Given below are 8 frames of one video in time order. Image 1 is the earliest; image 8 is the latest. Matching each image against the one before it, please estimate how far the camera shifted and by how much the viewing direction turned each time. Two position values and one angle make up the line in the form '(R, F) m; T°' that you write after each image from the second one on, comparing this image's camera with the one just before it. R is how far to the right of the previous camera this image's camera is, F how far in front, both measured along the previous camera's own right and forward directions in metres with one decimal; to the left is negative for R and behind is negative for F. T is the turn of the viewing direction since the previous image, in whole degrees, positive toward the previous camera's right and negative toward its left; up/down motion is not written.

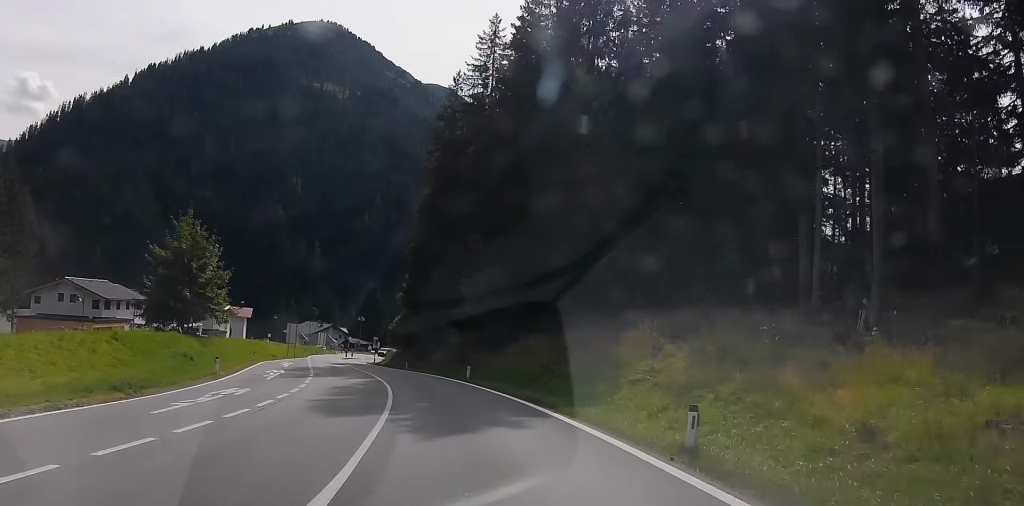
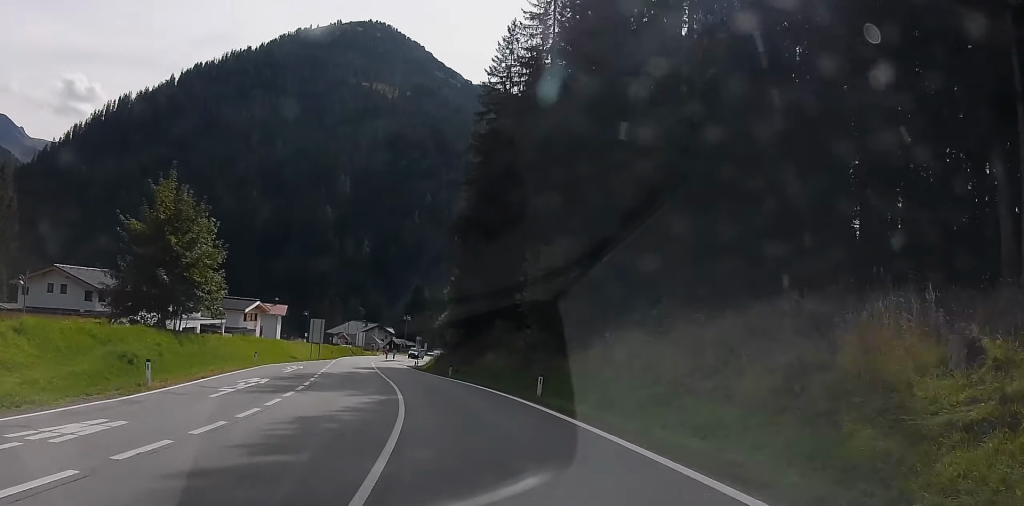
(+0.4, +12.4) m; +2°
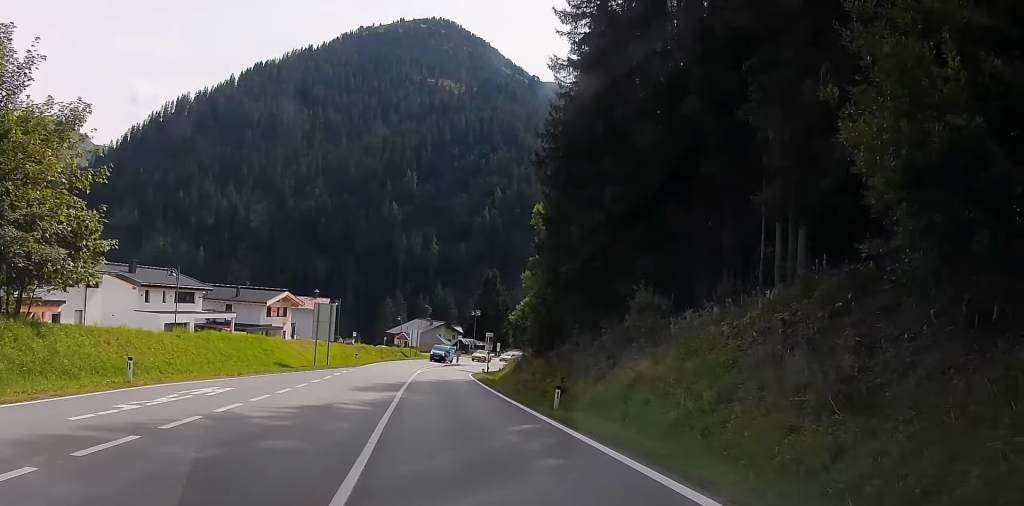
(-2.1, +23.9) m; -12°
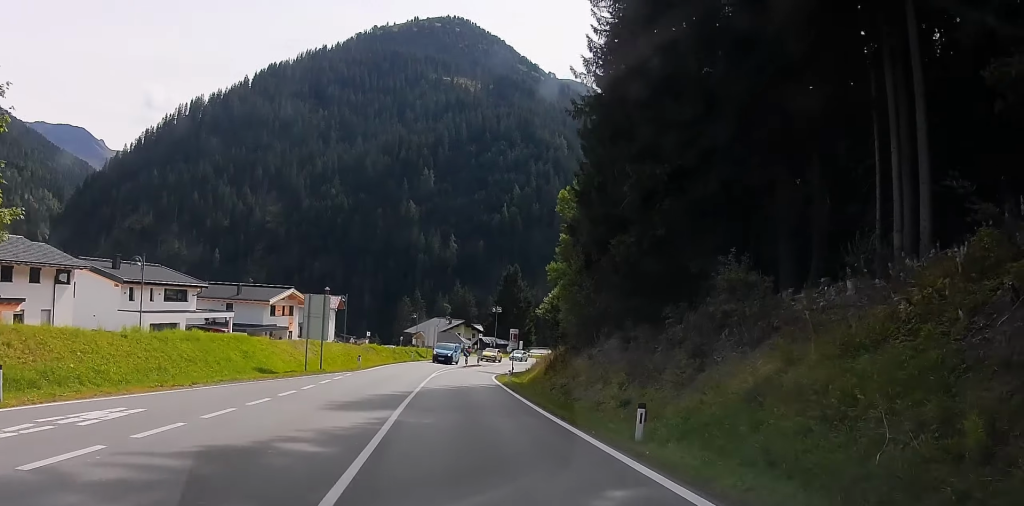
(-0.3, +7.3) m; -2°
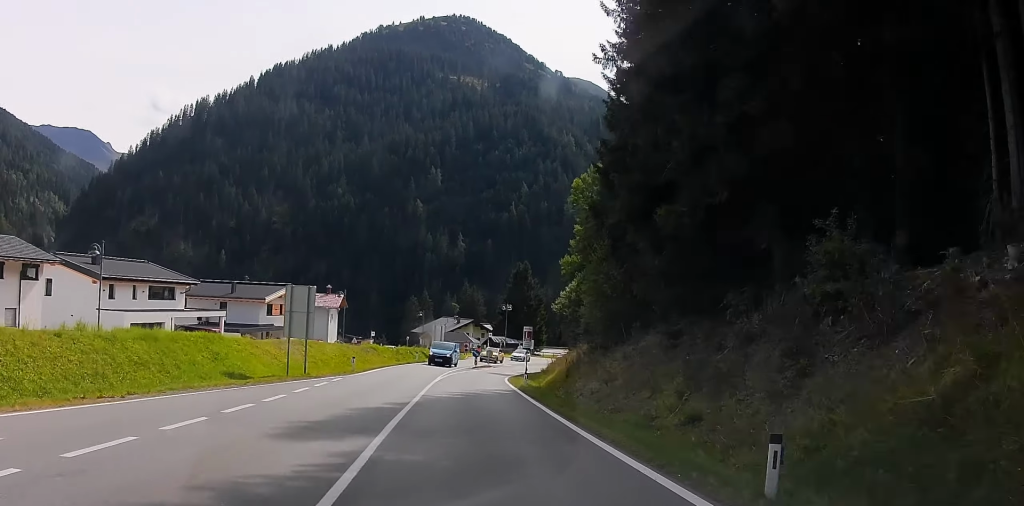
(0.0, +5.2) m; 0°
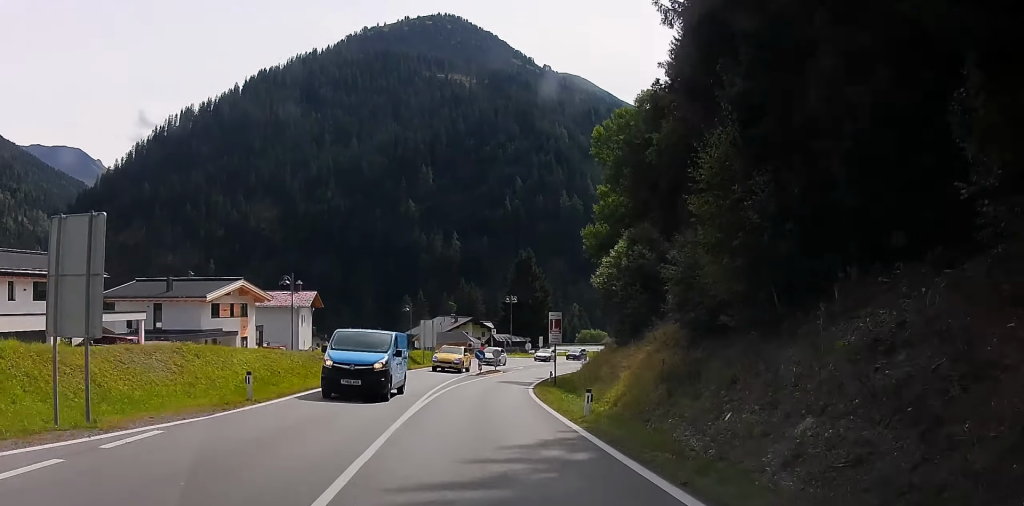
(+0.1, +17.3) m; +2°
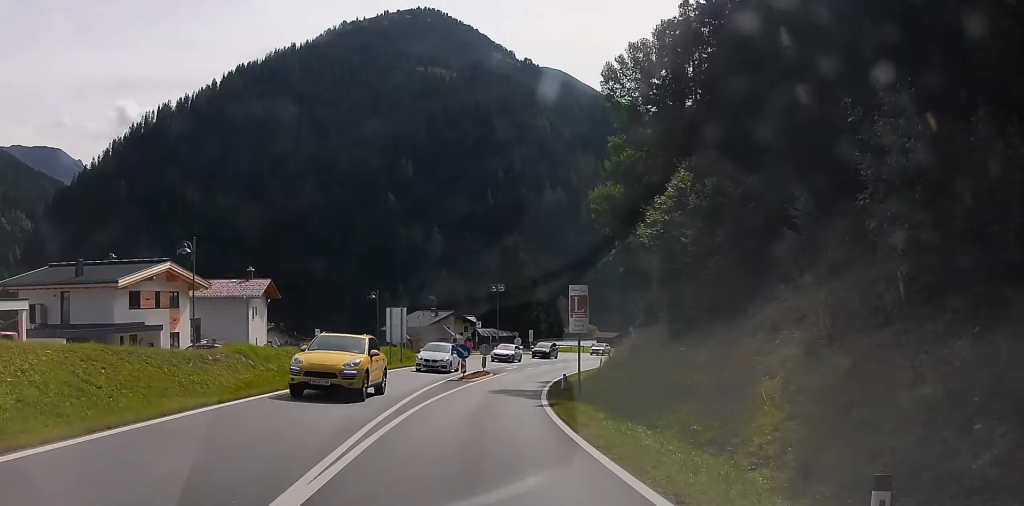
(+0.3, +12.6) m; +3°
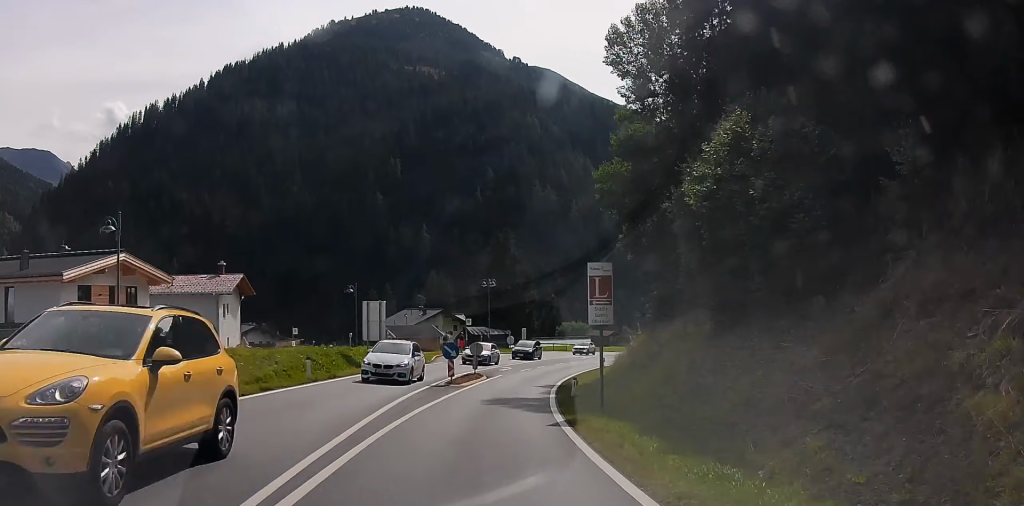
(0.0, +5.6) m; +1°
